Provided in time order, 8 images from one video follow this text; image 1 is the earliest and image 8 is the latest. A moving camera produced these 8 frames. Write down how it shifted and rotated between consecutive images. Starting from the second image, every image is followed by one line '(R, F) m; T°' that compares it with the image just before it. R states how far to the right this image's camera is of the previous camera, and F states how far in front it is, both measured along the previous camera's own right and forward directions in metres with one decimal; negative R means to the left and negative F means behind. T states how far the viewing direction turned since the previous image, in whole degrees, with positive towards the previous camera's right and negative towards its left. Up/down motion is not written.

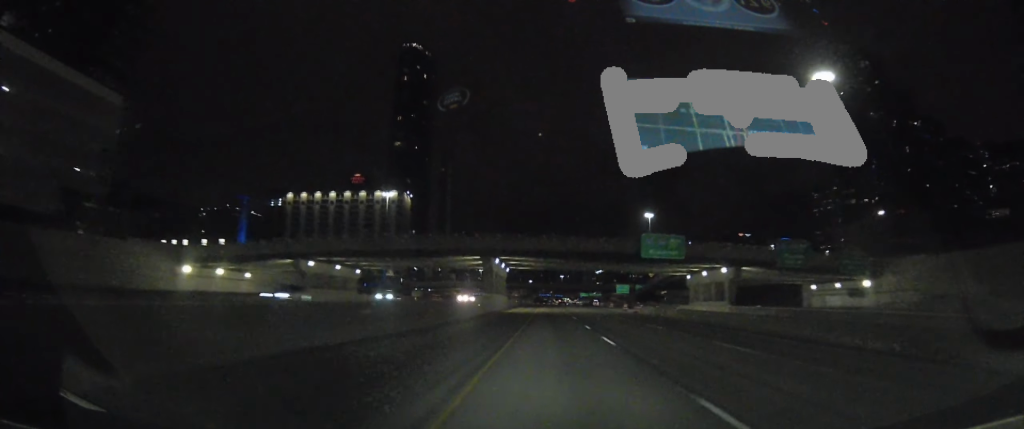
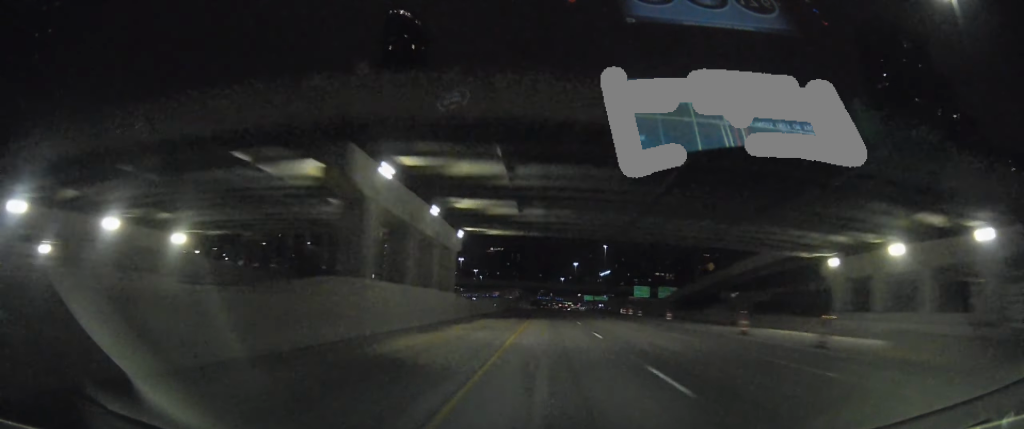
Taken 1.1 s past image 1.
(+0.2, +41.0) m; 0°
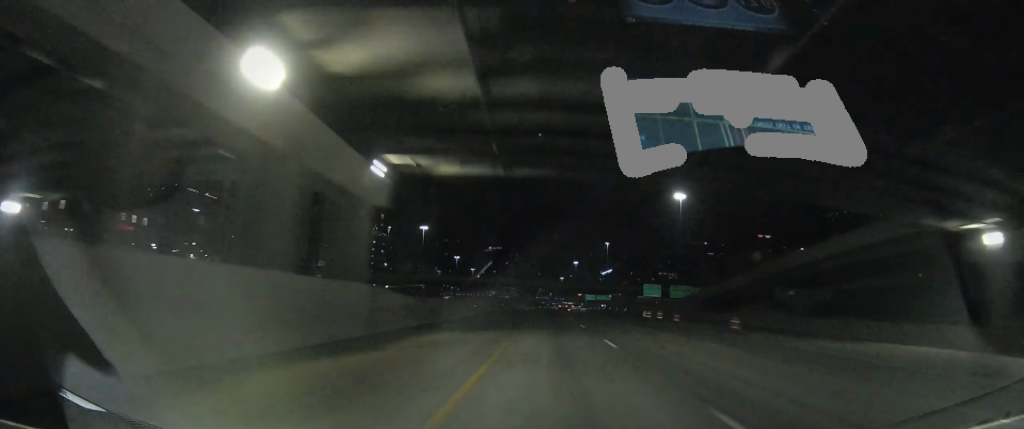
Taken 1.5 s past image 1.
(-0.3, +16.7) m; 0°
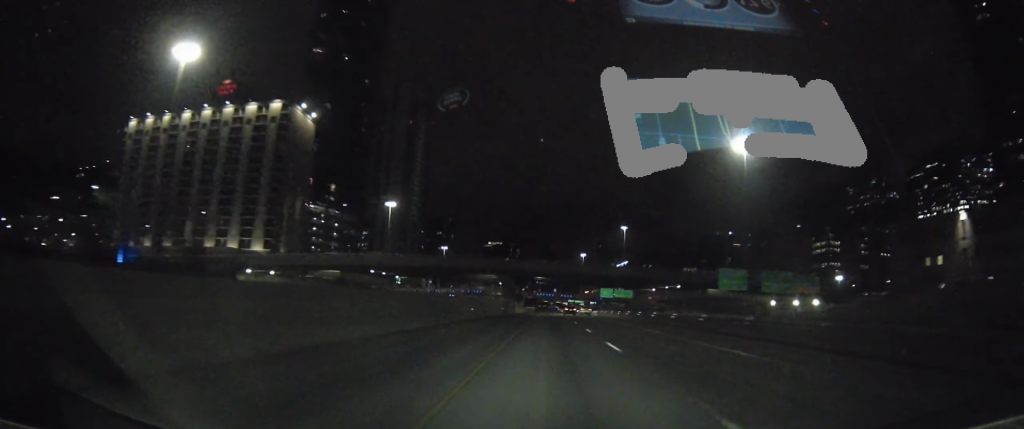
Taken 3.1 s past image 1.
(+0.2, +62.3) m; 0°
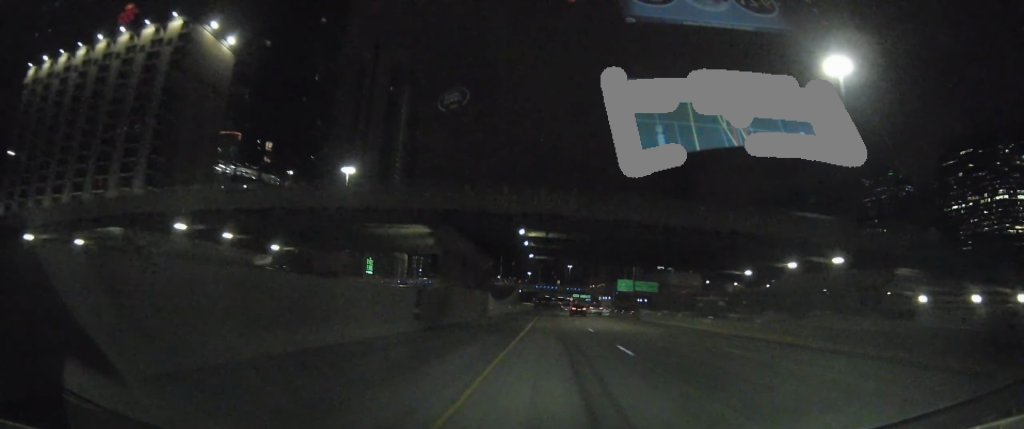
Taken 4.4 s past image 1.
(-0.5, +47.2) m; 0°
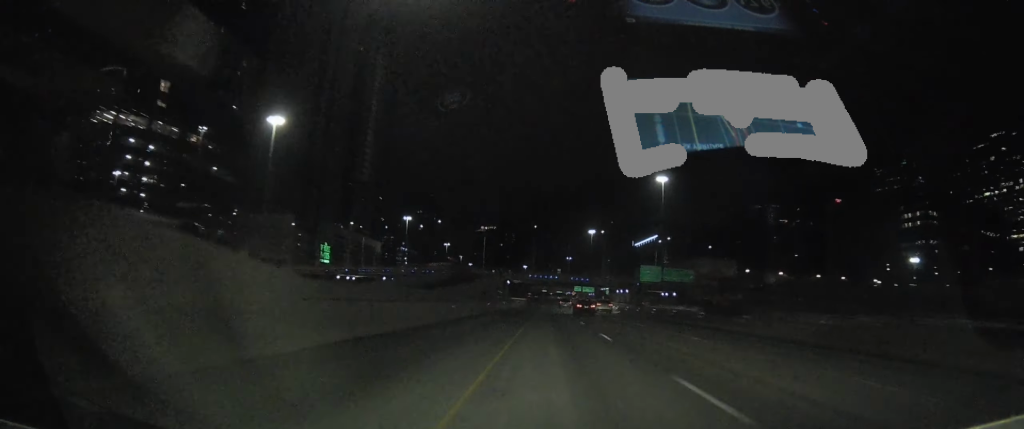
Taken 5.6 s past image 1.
(+0.7, +44.5) m; +1°
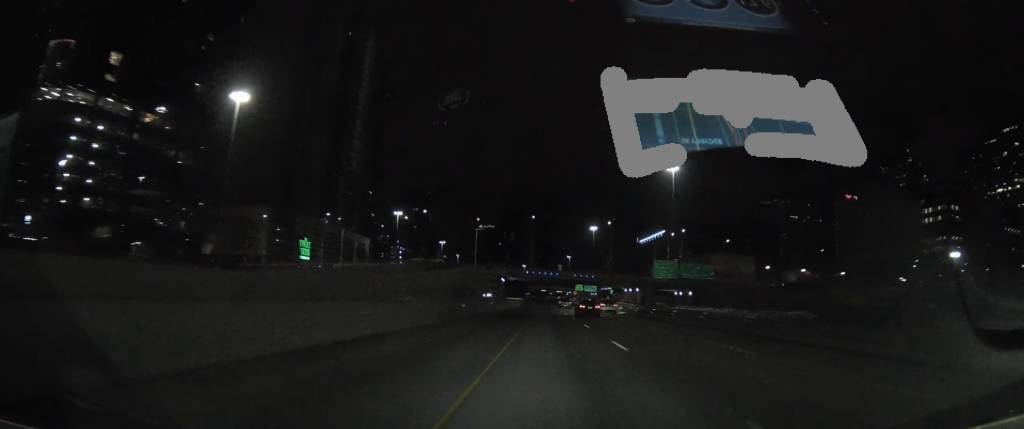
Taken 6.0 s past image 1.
(0.0, +16.0) m; 0°
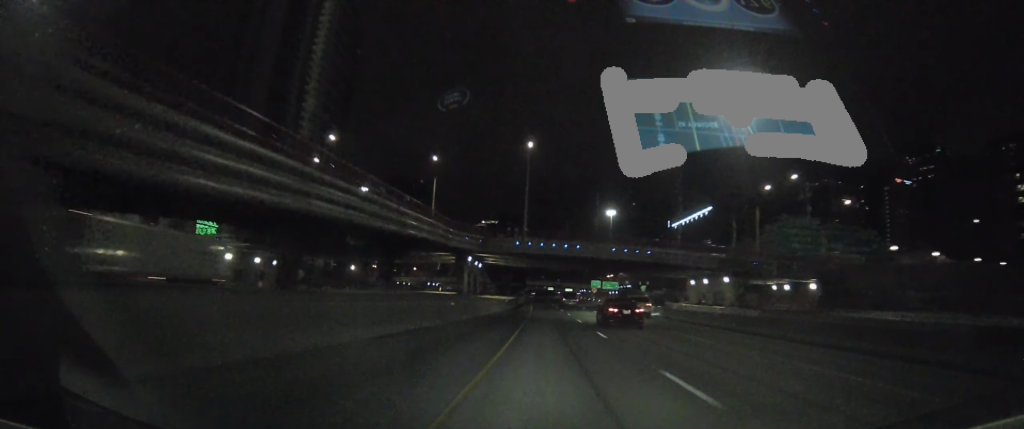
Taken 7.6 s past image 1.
(0.0, +57.7) m; -1°
